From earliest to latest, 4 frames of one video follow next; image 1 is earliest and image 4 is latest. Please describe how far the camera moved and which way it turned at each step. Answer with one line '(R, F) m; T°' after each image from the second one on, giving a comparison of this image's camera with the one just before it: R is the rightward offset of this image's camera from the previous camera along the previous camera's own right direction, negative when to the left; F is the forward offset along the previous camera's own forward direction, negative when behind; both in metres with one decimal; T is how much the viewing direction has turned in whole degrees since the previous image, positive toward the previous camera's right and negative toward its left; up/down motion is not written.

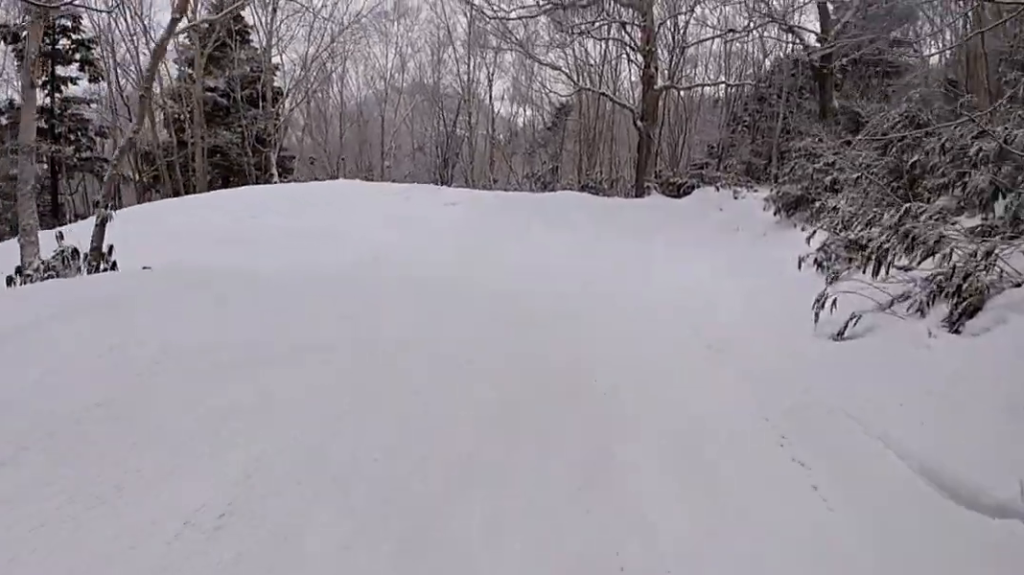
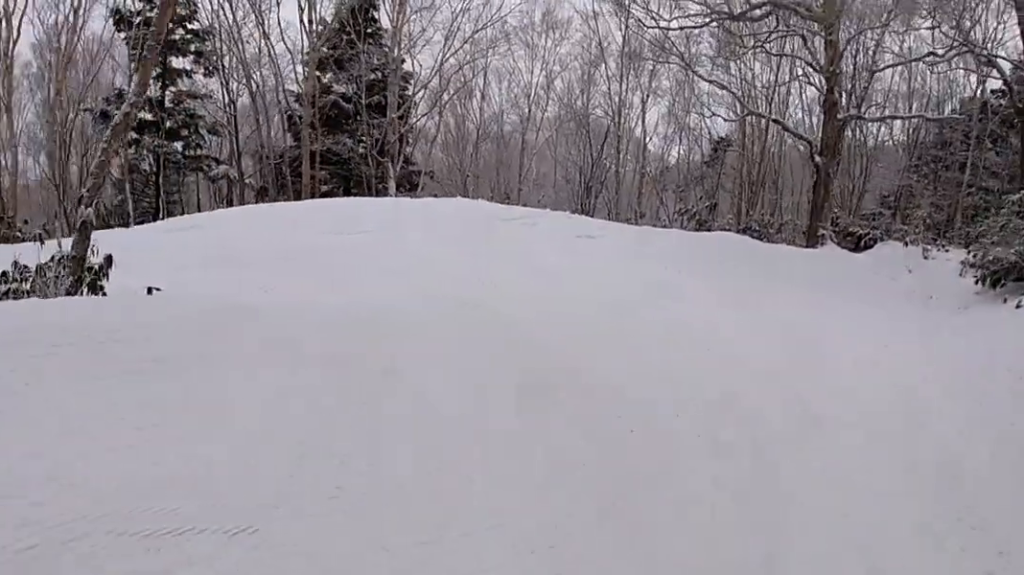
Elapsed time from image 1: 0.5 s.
(-0.2, +2.5) m; -16°
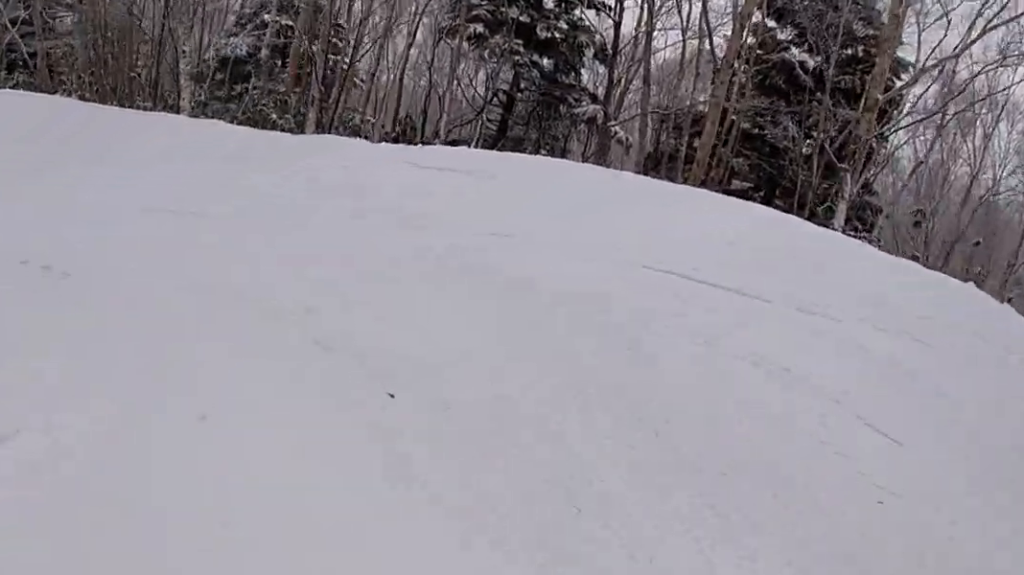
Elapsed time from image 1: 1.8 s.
(-2.7, +5.1) m; -60°
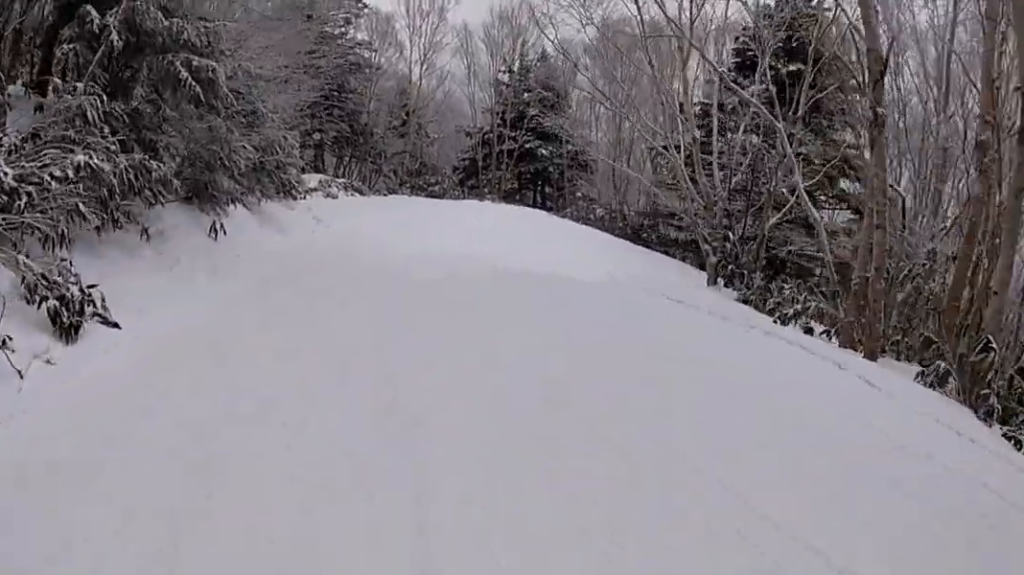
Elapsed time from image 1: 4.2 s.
(-6.8, +10.8) m; -38°
